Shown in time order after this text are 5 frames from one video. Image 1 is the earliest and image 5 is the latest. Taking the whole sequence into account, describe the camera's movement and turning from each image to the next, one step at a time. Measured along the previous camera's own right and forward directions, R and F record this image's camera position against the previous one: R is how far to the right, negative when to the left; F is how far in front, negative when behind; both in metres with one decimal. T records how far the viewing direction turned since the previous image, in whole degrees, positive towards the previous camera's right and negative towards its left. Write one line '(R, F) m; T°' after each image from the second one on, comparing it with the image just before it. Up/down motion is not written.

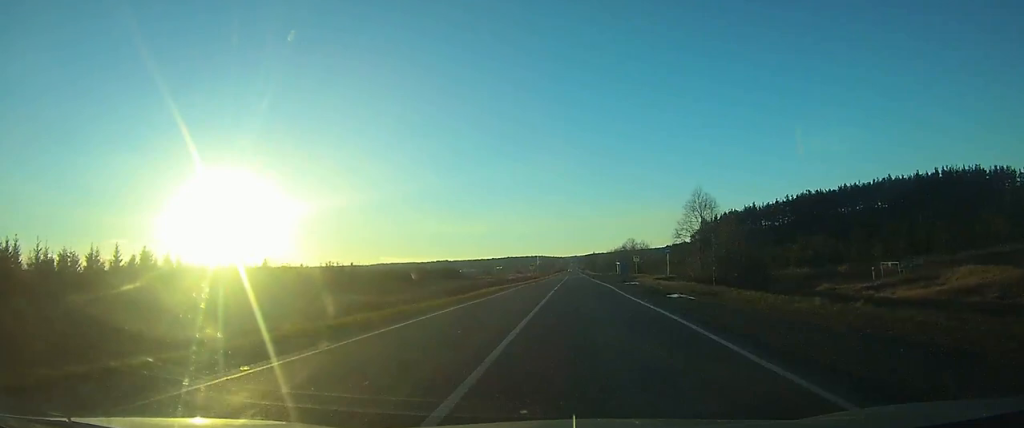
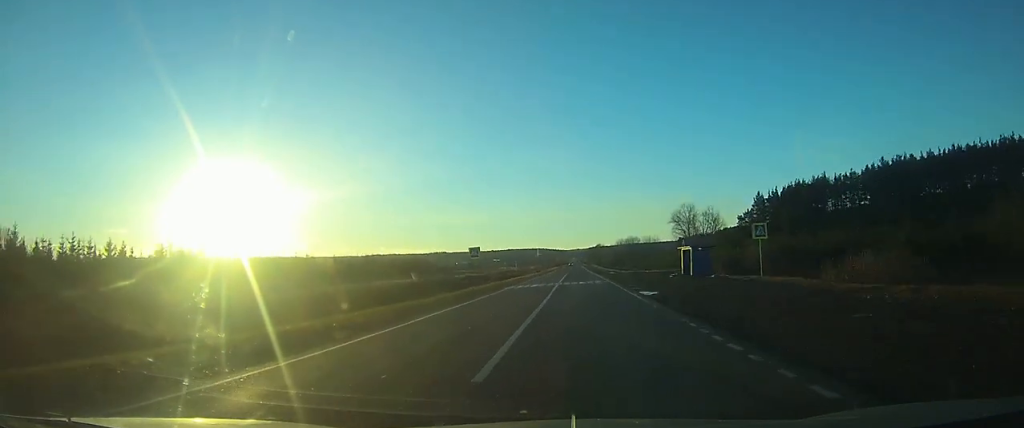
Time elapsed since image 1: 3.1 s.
(-0.1, +66.9) m; 0°
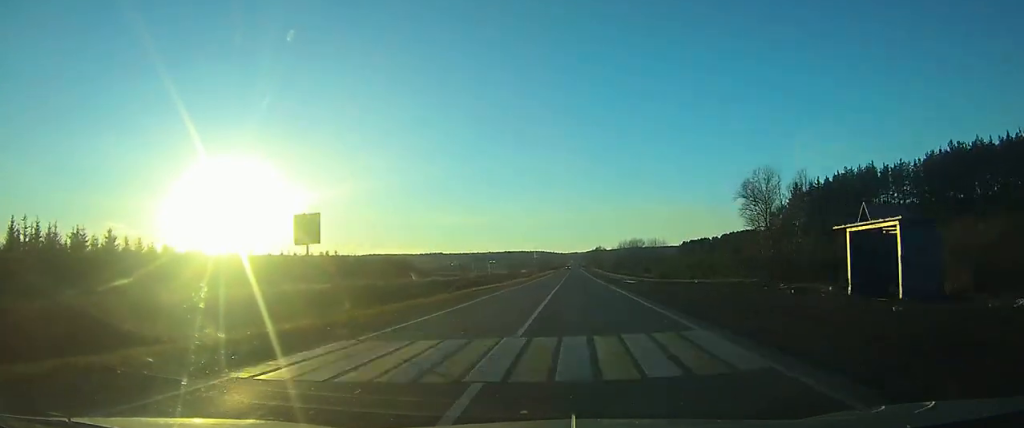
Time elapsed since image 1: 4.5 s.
(+0.1, +30.9) m; 0°
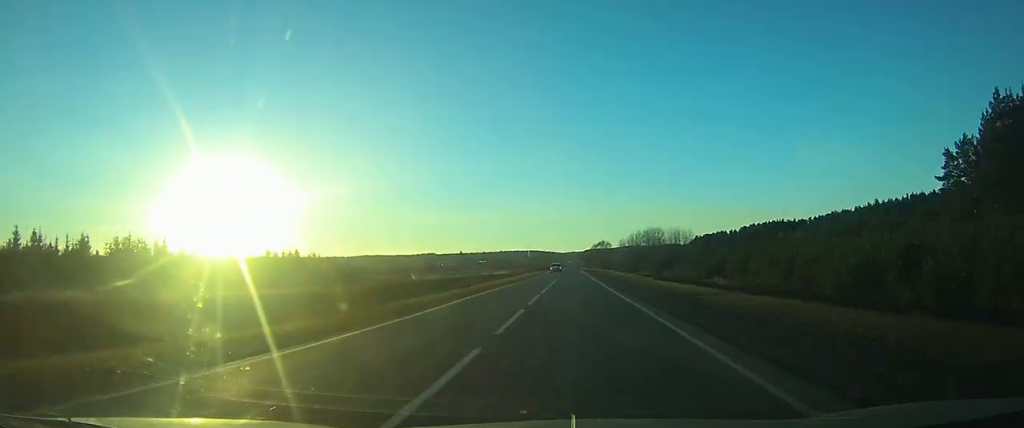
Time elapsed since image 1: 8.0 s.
(+0.3, +73.6) m; 0°
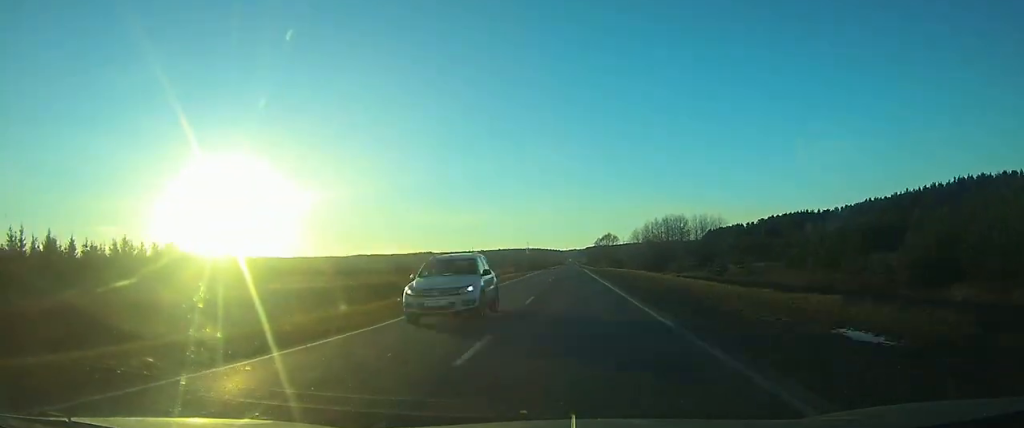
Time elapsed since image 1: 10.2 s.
(-0.3, +44.5) m; 0°
